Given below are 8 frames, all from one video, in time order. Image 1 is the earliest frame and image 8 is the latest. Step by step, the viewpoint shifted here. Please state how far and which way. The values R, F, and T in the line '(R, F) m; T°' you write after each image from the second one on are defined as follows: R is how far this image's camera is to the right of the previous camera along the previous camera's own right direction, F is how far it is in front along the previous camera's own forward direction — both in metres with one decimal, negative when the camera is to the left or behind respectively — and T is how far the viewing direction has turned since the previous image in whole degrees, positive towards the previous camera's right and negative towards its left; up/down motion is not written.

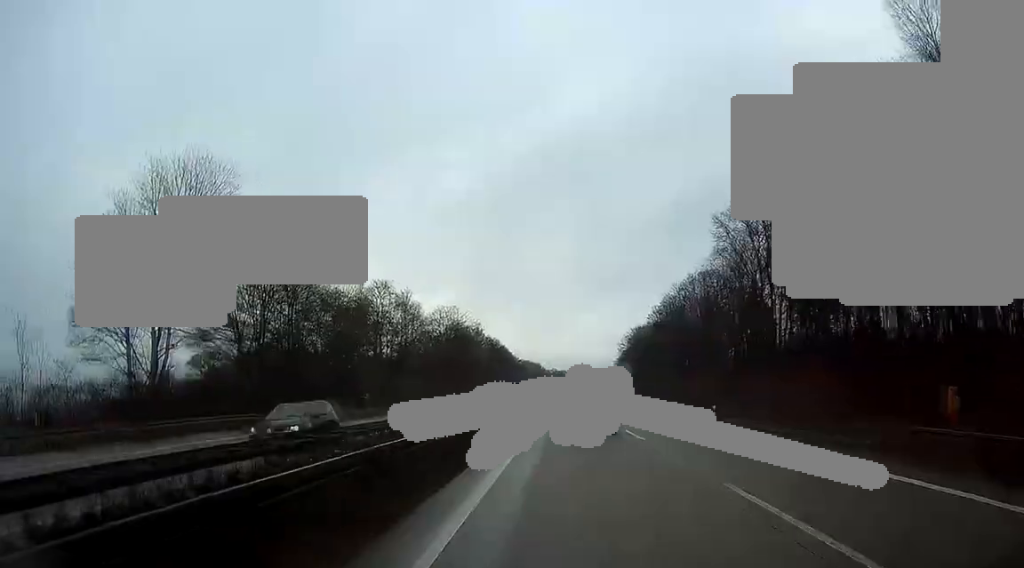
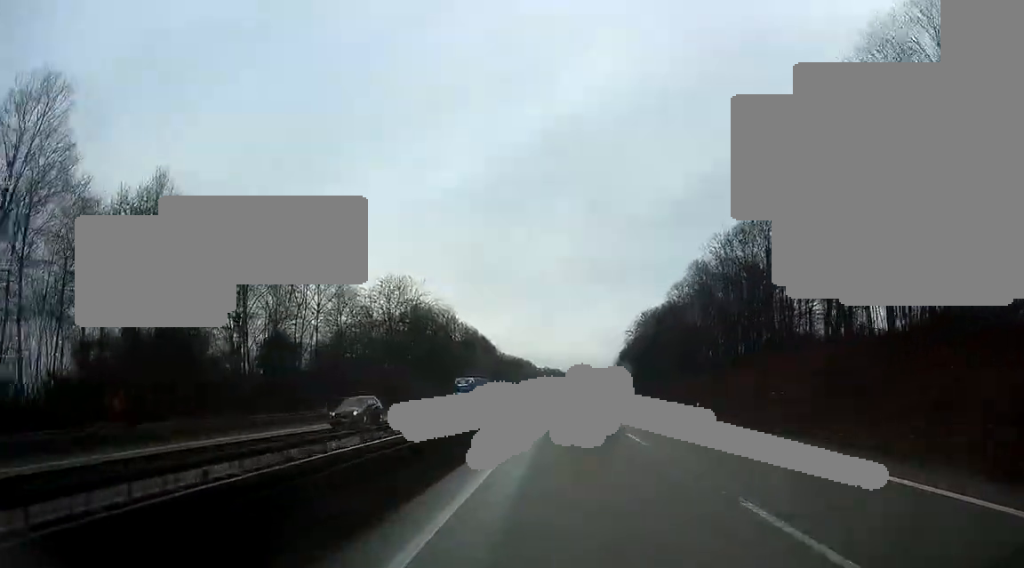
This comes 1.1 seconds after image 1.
(+0.8, +37.7) m; +1°
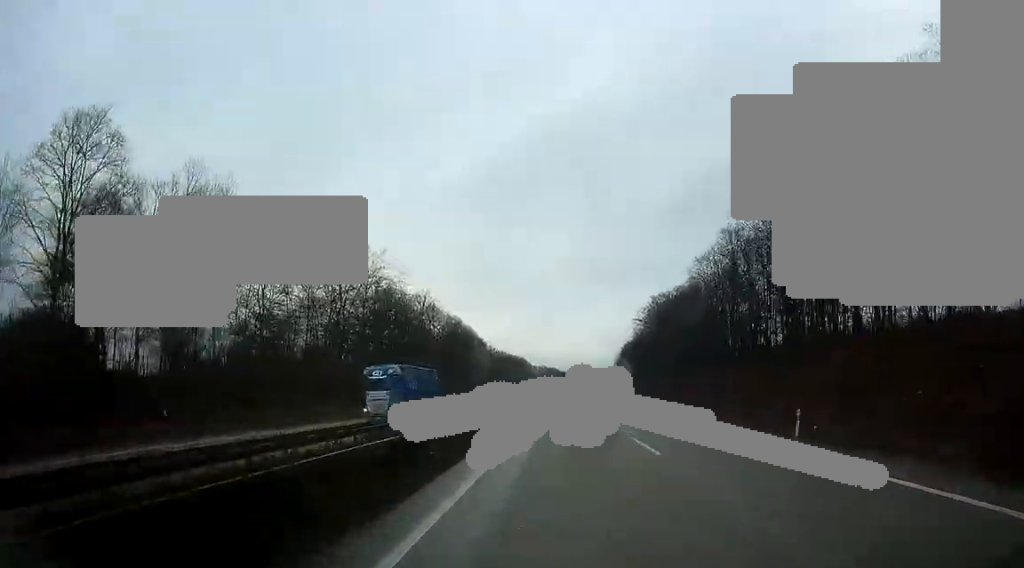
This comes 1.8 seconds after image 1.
(-0.1, +22.3) m; 0°
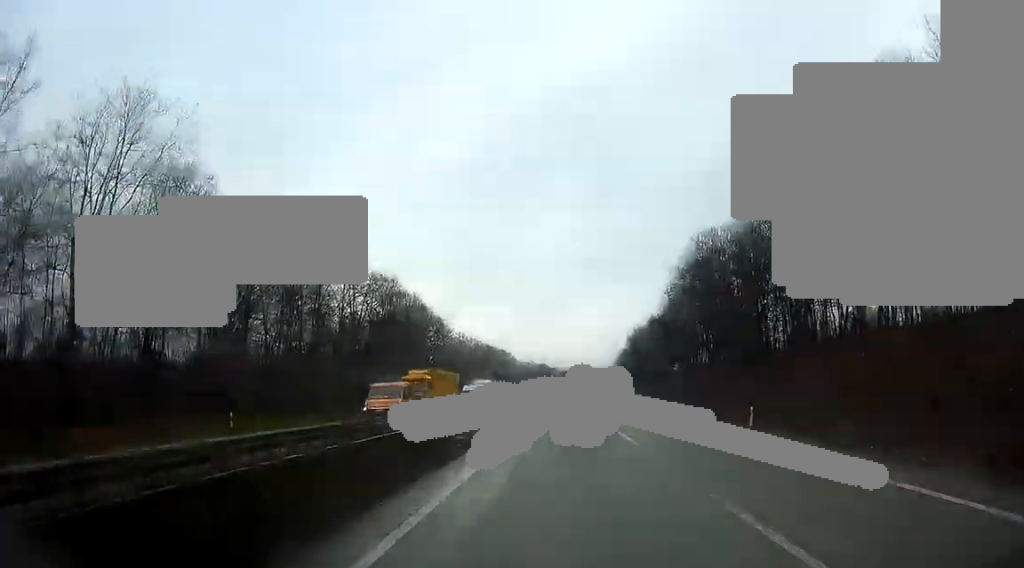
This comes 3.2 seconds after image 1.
(-0.4, +49.8) m; 0°
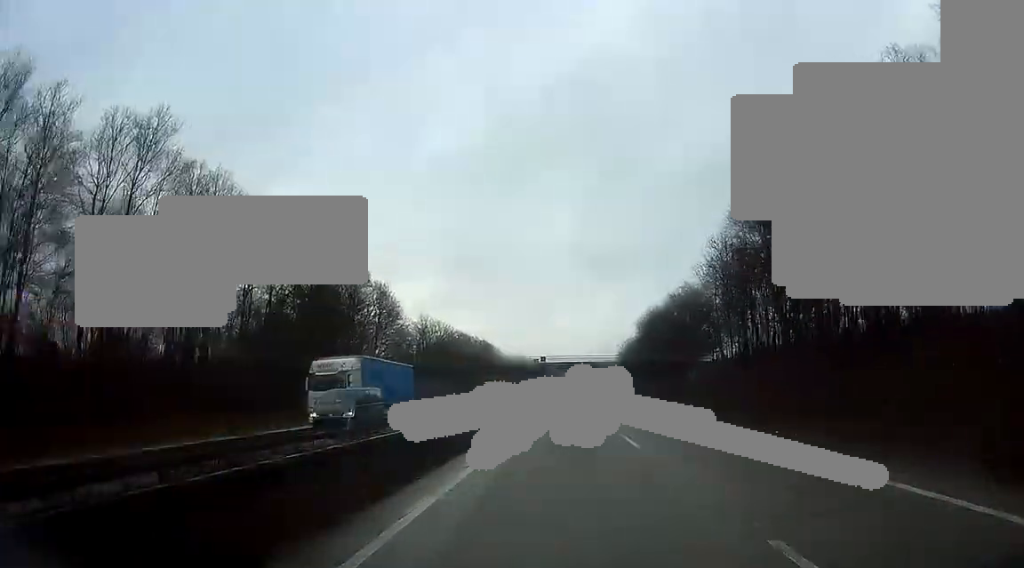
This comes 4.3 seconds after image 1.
(+0.1, +38.3) m; +1°
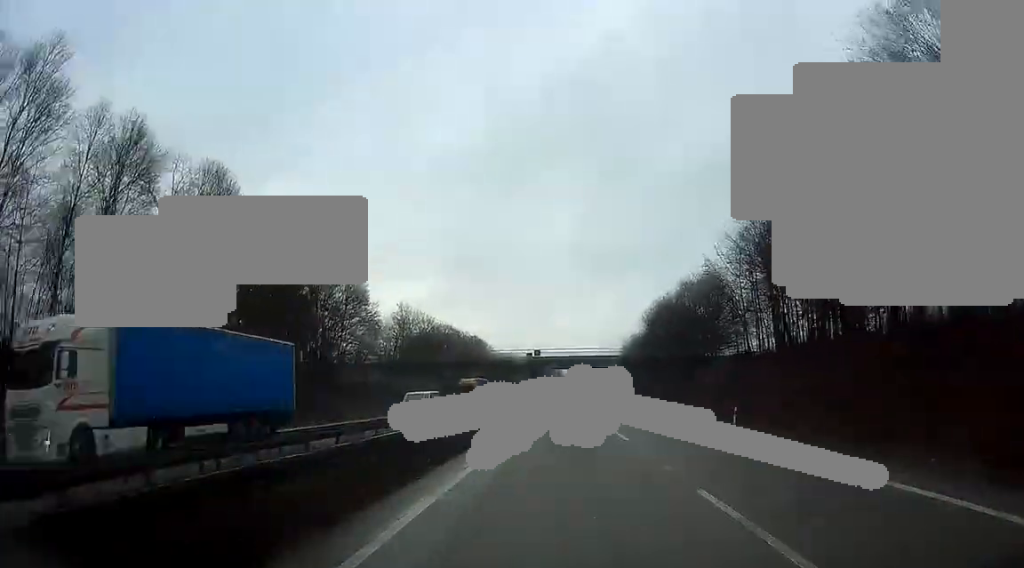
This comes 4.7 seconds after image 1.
(+0.2, +14.3) m; 0°
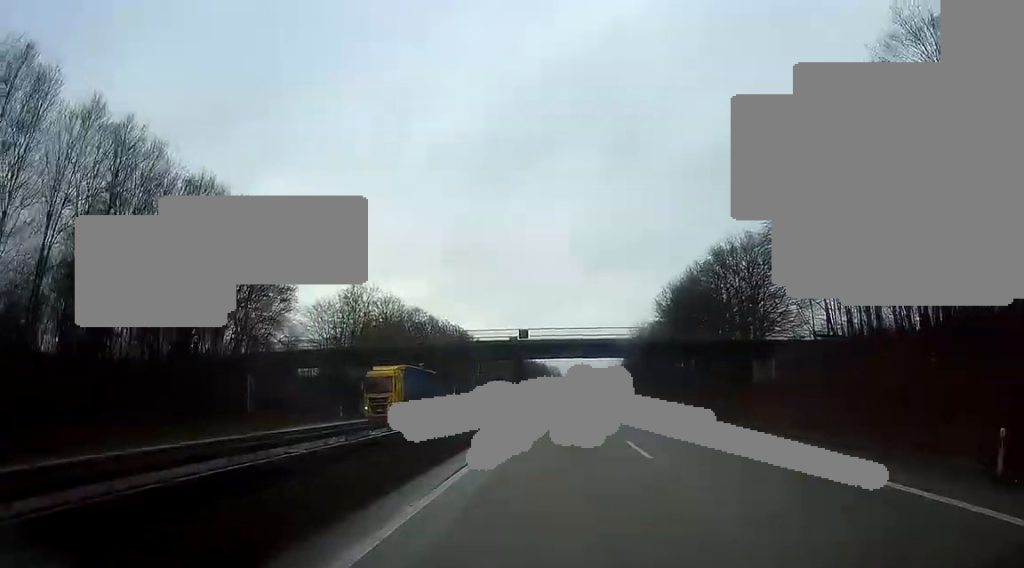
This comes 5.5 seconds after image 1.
(+0.1, +25.1) m; 0°
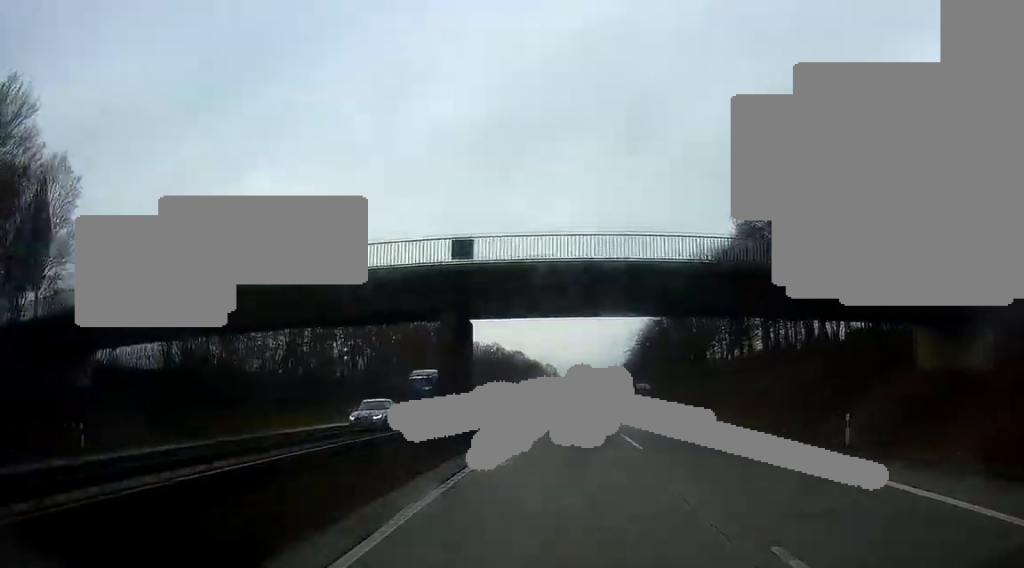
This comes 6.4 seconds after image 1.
(-0.2, +33.1) m; +1°
